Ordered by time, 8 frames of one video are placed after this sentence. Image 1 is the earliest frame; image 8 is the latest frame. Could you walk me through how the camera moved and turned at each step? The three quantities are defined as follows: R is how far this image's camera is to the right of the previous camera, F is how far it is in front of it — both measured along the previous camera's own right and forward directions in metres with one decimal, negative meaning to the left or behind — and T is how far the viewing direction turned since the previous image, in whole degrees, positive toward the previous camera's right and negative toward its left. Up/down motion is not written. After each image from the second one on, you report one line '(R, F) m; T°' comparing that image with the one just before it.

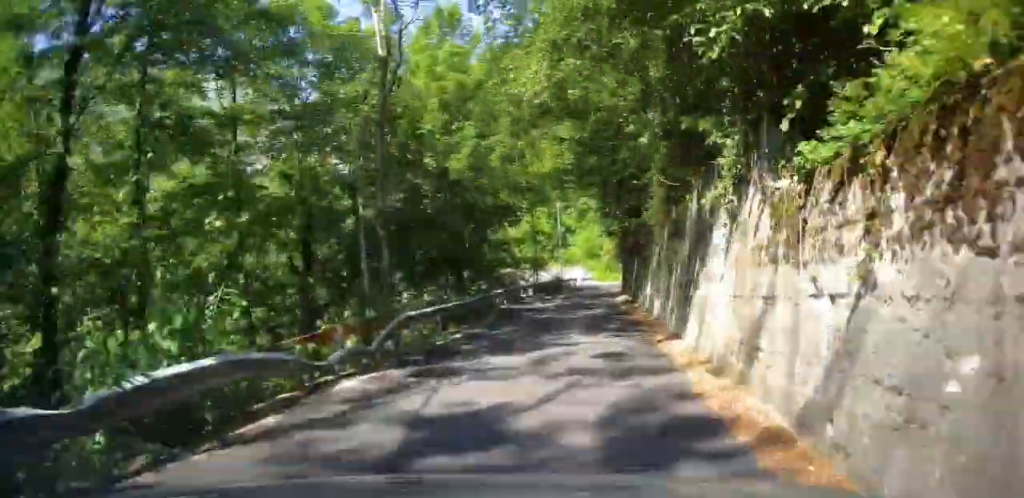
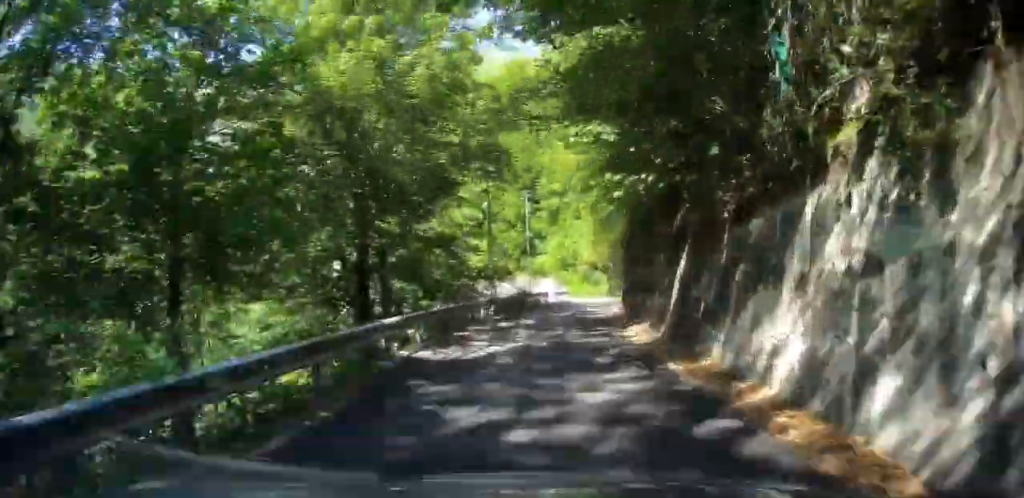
(+0.5, +11.4) m; +2°
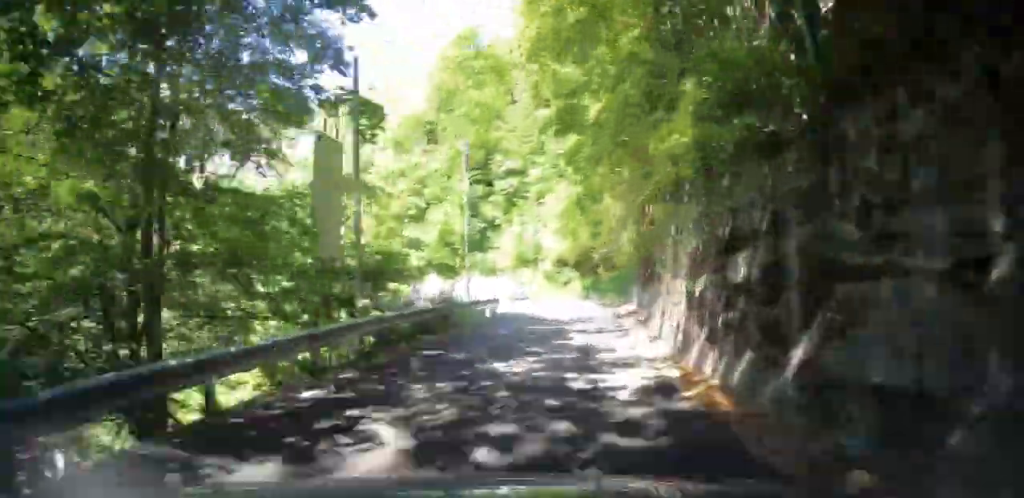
(+0.1, +13.9) m; 0°
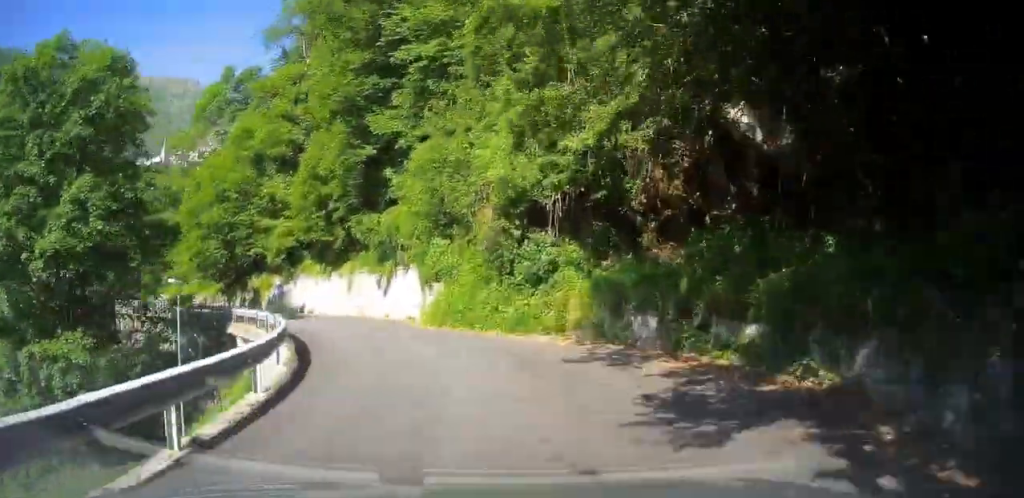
(-0.1, +34.5) m; -3°
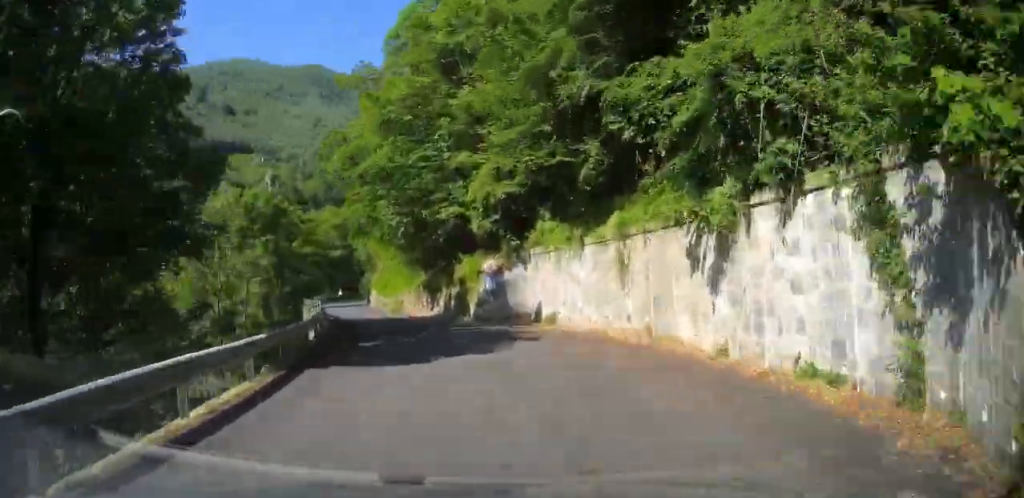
(-1.1, +21.0) m; -11°
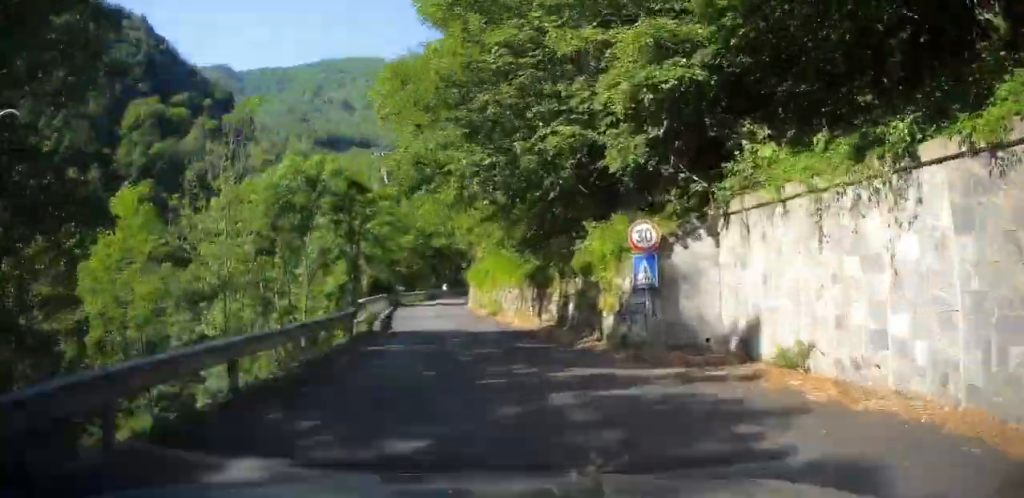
(-0.2, +11.2) m; -10°
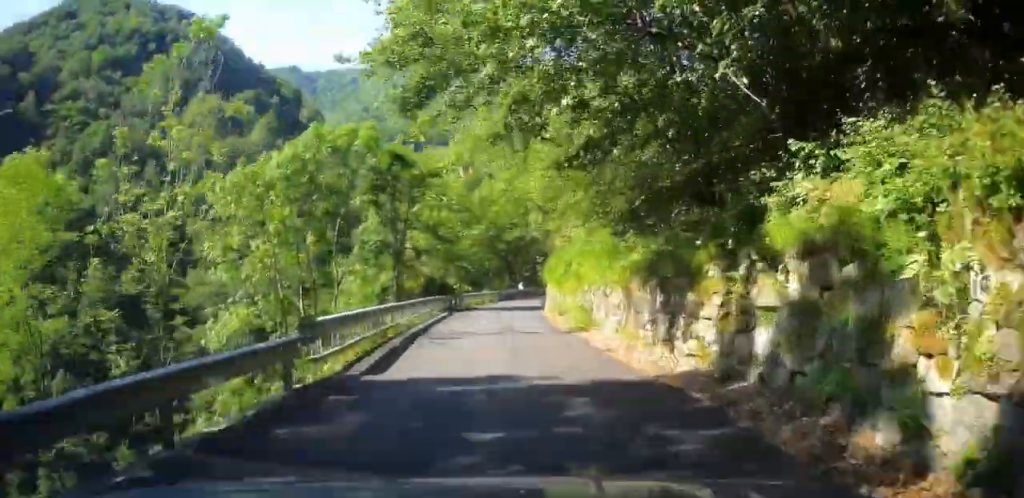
(-1.1, +8.4) m; -11°
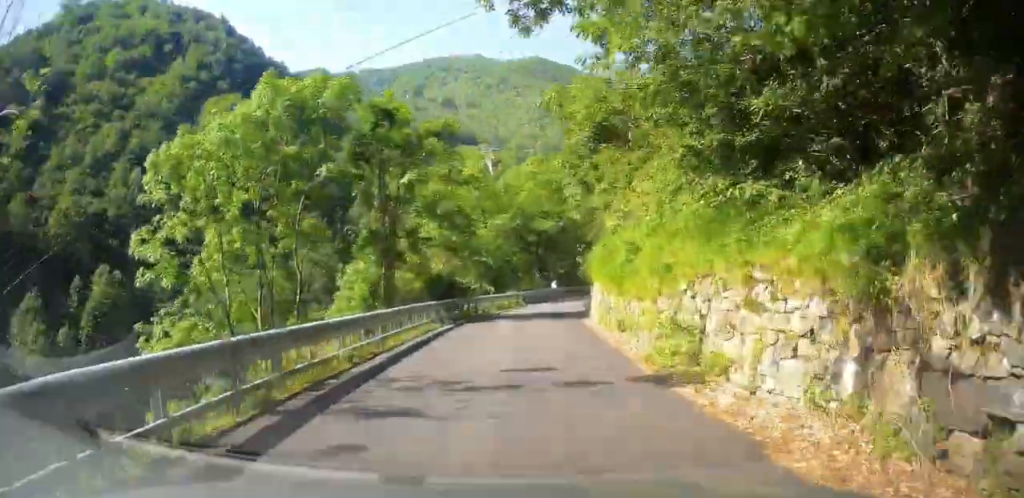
(+0.5, +8.4) m; -11°
